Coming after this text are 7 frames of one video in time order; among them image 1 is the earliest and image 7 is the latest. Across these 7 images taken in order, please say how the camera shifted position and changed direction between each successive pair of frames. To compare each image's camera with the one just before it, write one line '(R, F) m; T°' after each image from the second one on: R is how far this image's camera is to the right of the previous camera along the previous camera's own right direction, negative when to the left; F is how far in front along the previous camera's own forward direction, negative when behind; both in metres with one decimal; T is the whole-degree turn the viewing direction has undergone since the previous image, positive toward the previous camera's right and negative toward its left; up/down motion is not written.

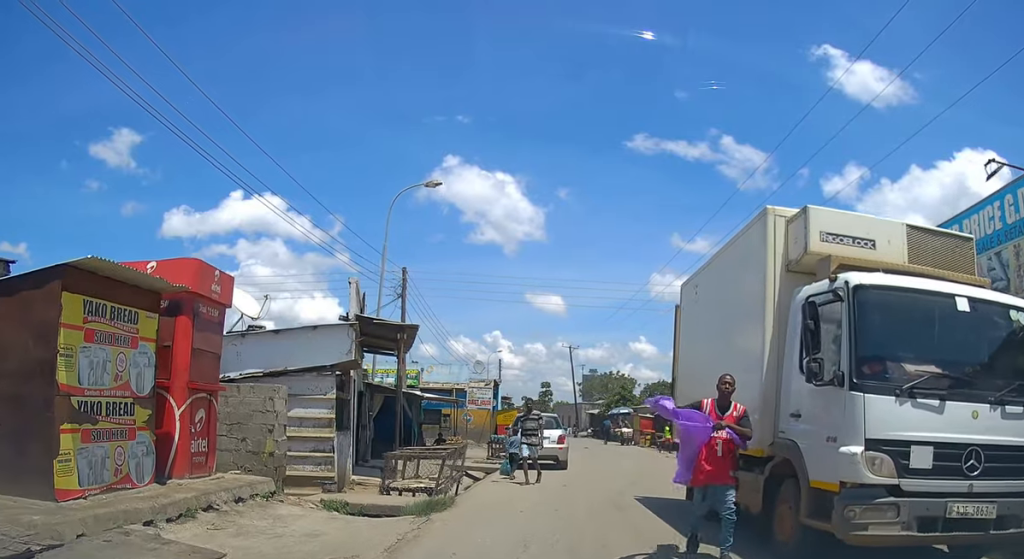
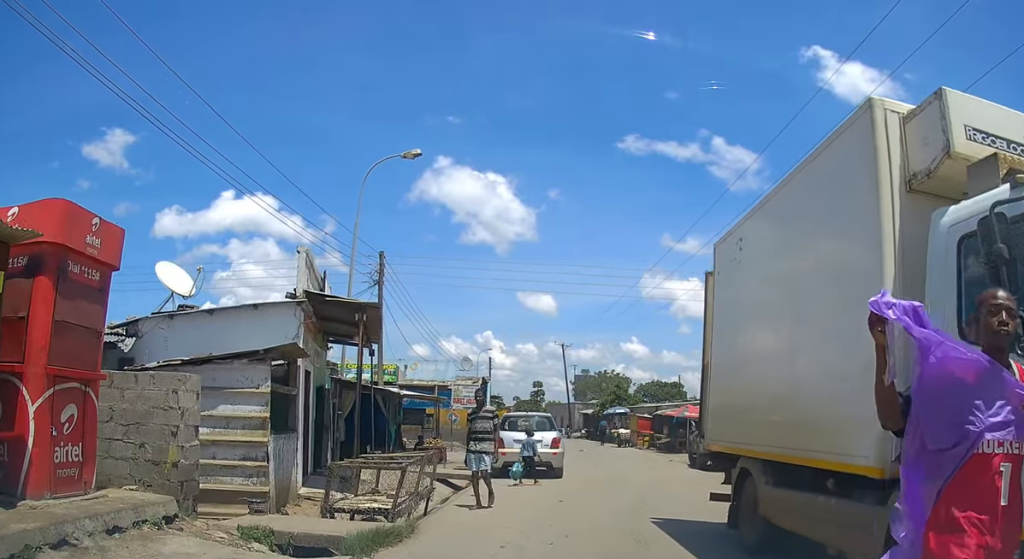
(+0.1, +2.9) m; +2°
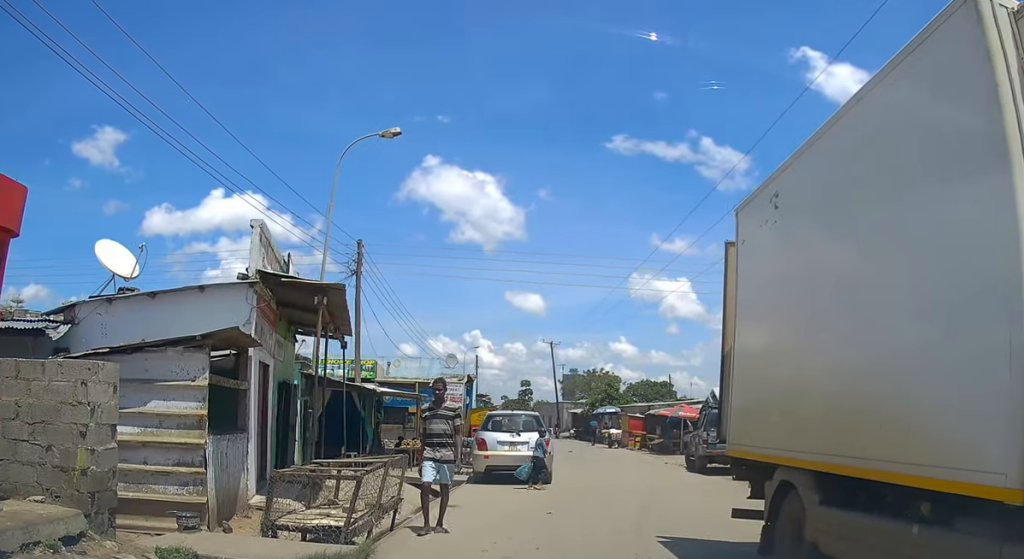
(0.0, +1.7) m; 0°
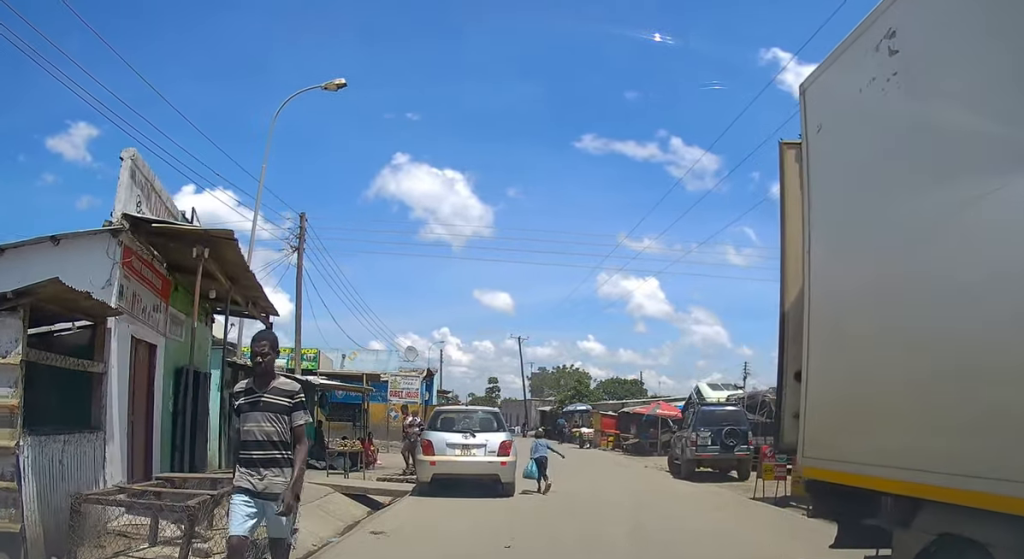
(0.0, +2.9) m; +1°
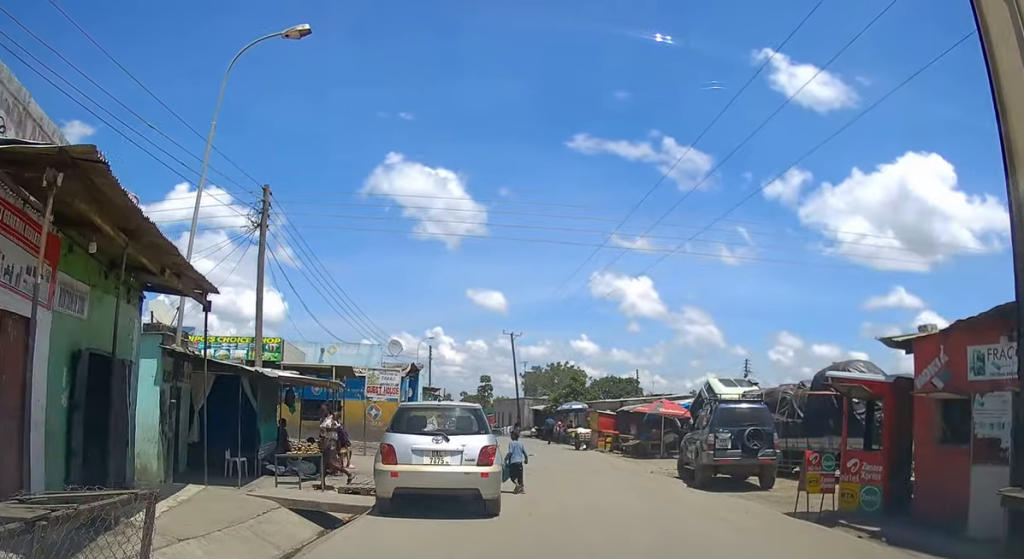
(0.0, +2.5) m; +4°
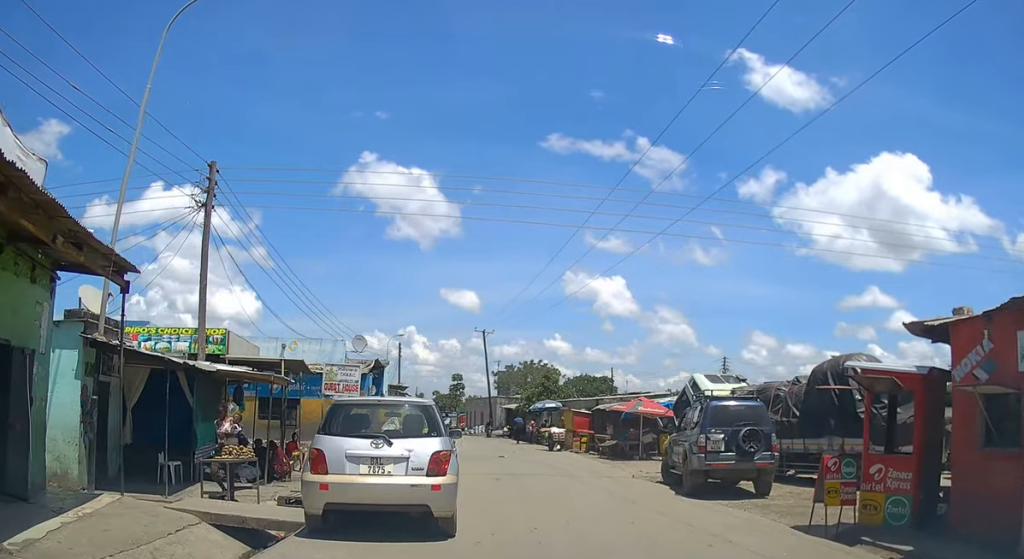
(+0.1, +1.7) m; +3°
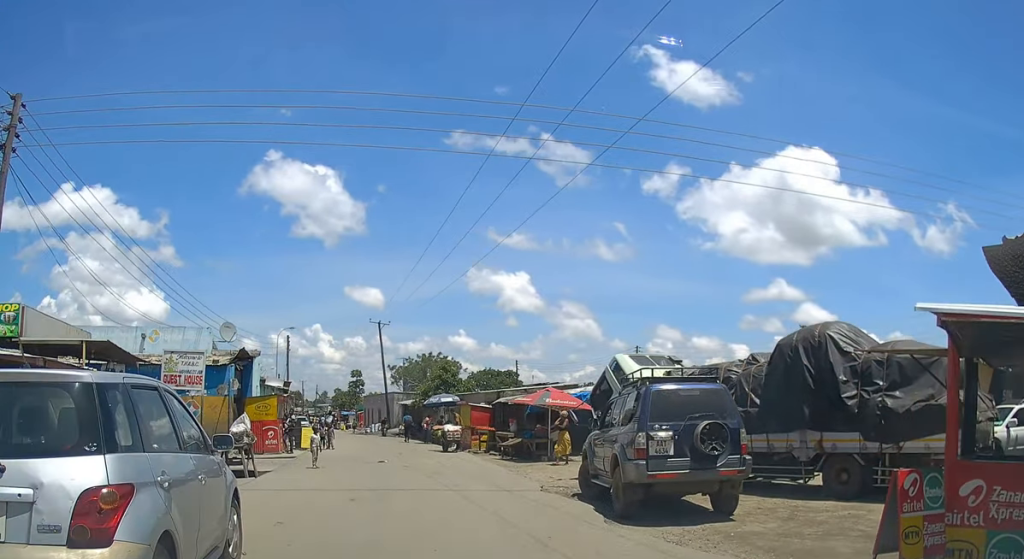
(+0.2, +4.3) m; +4°
